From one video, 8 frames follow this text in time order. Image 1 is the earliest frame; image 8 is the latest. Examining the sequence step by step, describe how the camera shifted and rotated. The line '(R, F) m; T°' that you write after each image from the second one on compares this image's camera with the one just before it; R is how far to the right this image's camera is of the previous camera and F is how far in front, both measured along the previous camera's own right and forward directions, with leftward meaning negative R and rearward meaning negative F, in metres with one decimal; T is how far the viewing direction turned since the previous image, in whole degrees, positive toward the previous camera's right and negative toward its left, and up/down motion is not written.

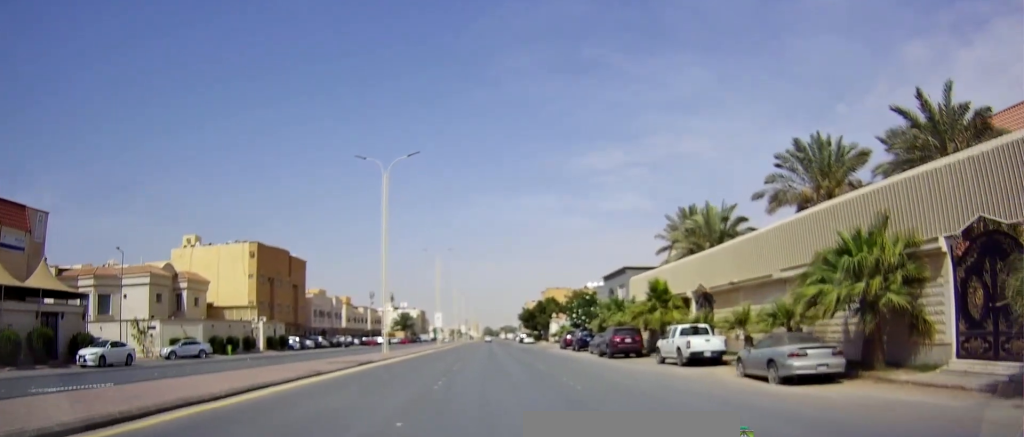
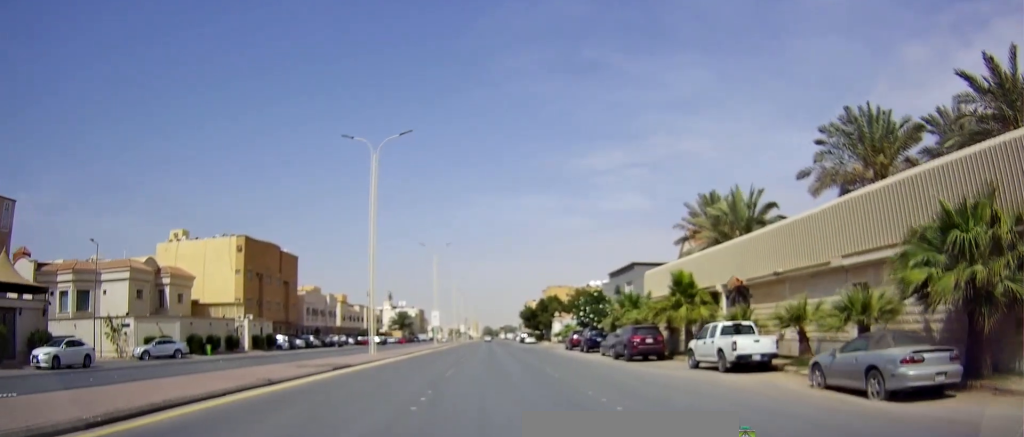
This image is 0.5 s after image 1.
(0.0, +4.1) m; 0°
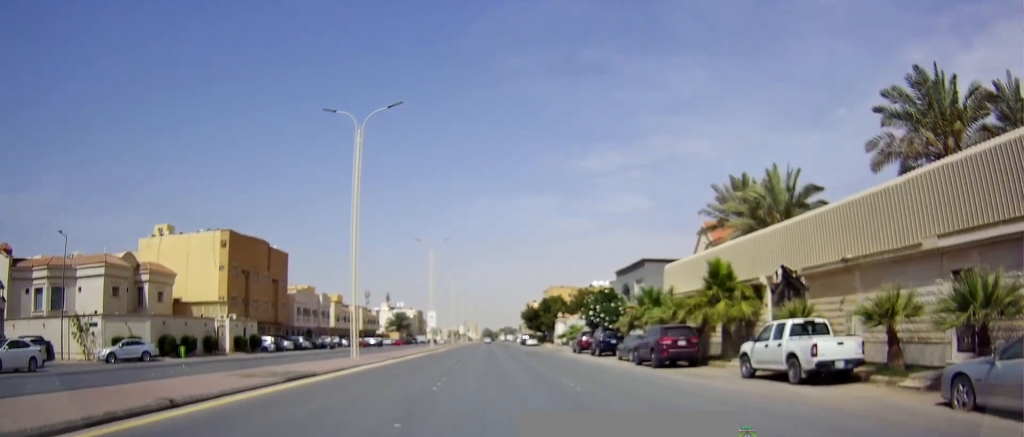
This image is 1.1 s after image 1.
(0.0, +4.6) m; +1°
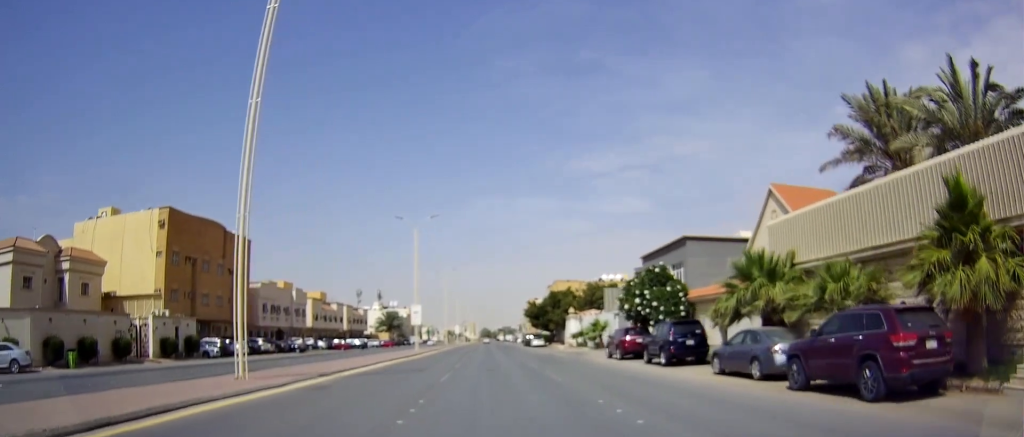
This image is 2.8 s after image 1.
(0.0, +14.2) m; -2°
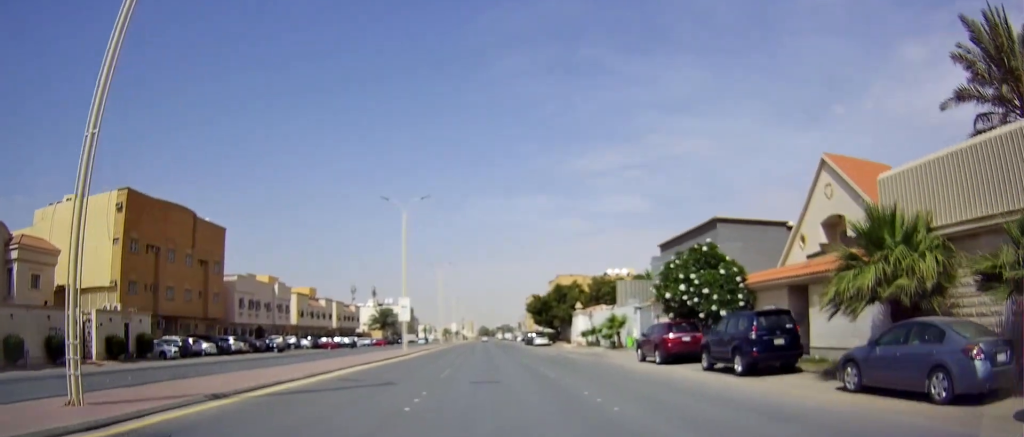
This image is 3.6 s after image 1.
(-0.2, +7.5) m; +1°
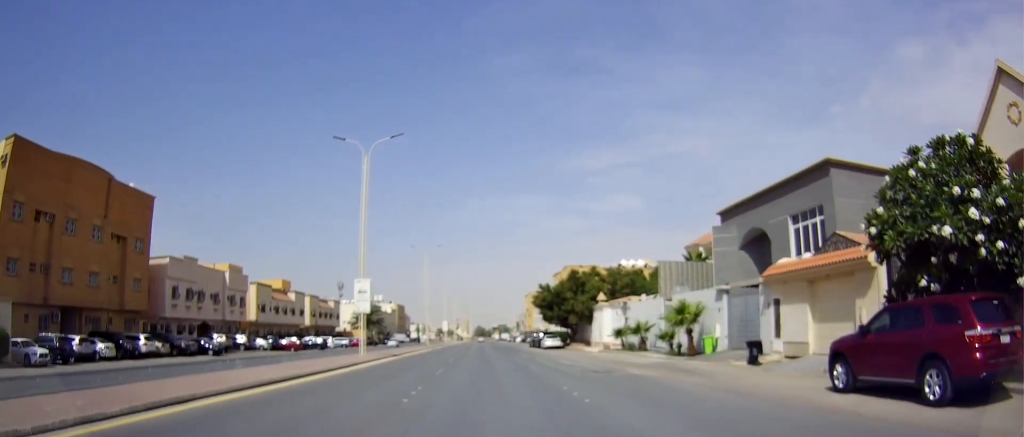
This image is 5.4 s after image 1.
(+0.7, +16.0) m; +1°
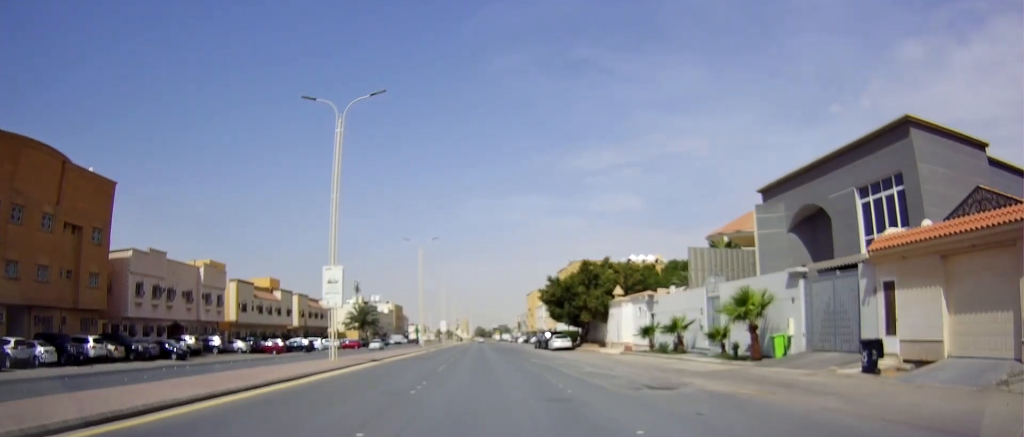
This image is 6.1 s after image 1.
(-0.2, +6.9) m; 0°
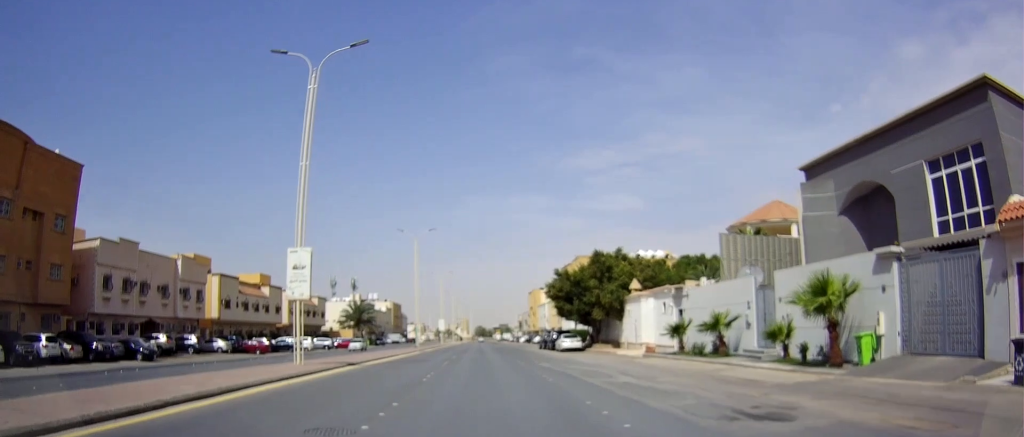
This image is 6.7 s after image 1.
(0.0, +5.4) m; 0°
